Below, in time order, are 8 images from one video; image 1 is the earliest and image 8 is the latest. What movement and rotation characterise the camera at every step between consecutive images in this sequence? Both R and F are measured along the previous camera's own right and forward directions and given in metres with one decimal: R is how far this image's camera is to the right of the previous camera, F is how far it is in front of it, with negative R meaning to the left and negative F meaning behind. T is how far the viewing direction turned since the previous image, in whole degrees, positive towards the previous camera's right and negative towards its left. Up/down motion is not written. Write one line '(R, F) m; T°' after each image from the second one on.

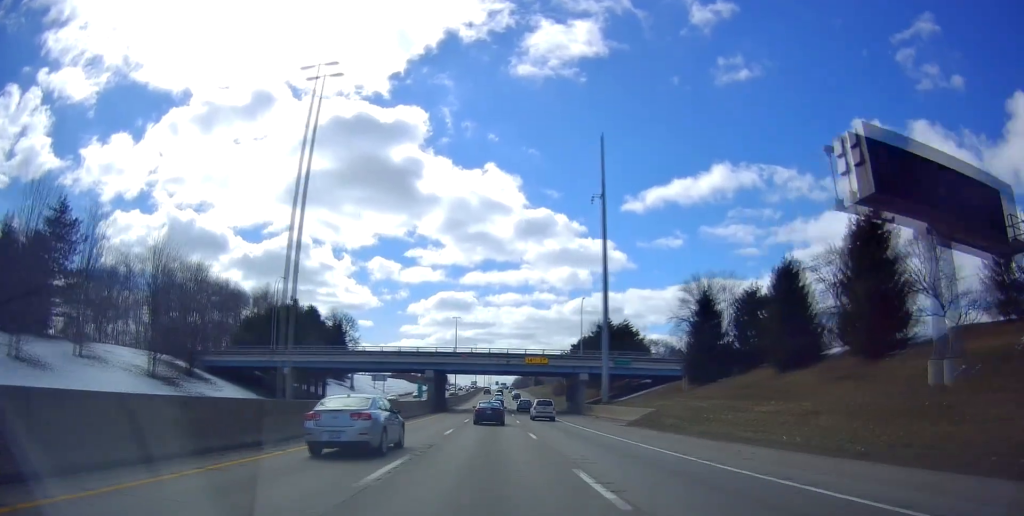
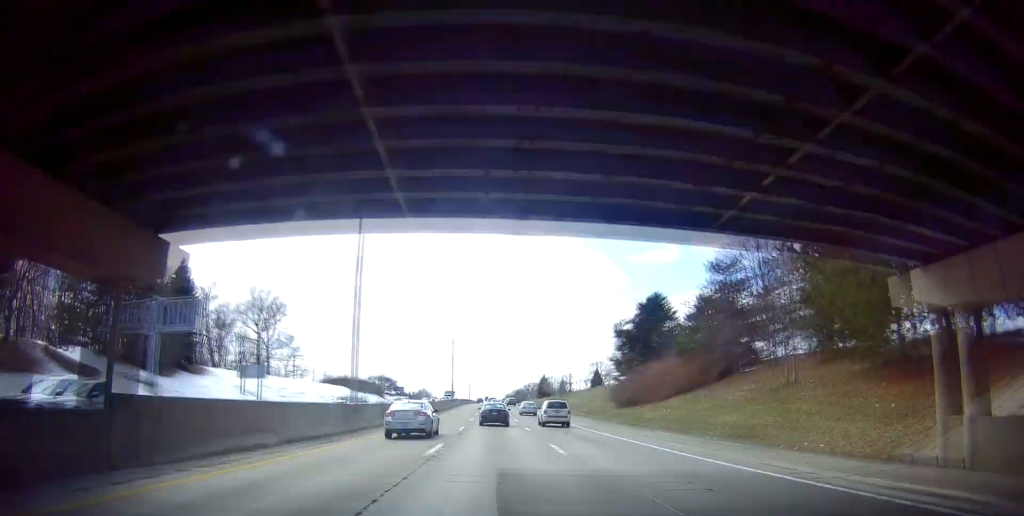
(+1.2, +70.3) m; +2°
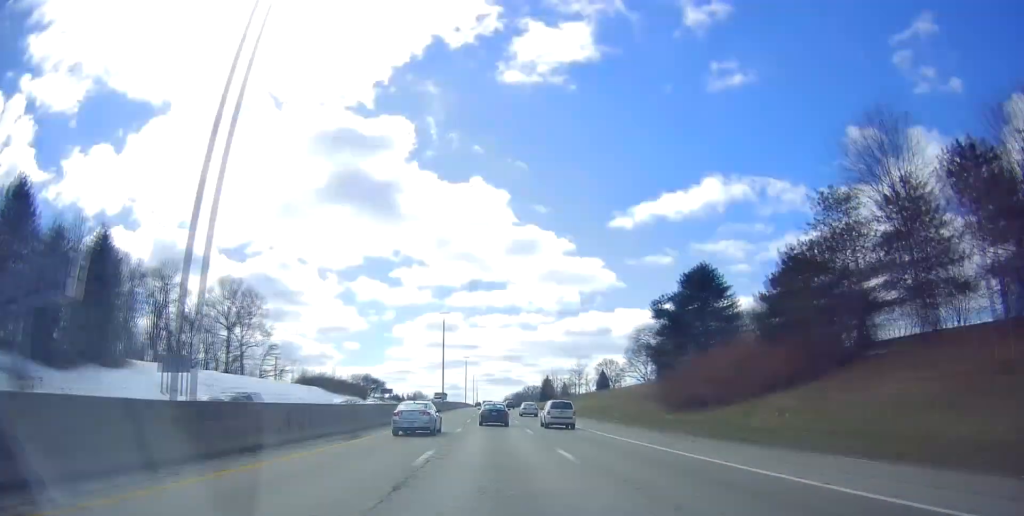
(0.0, +17.3) m; 0°
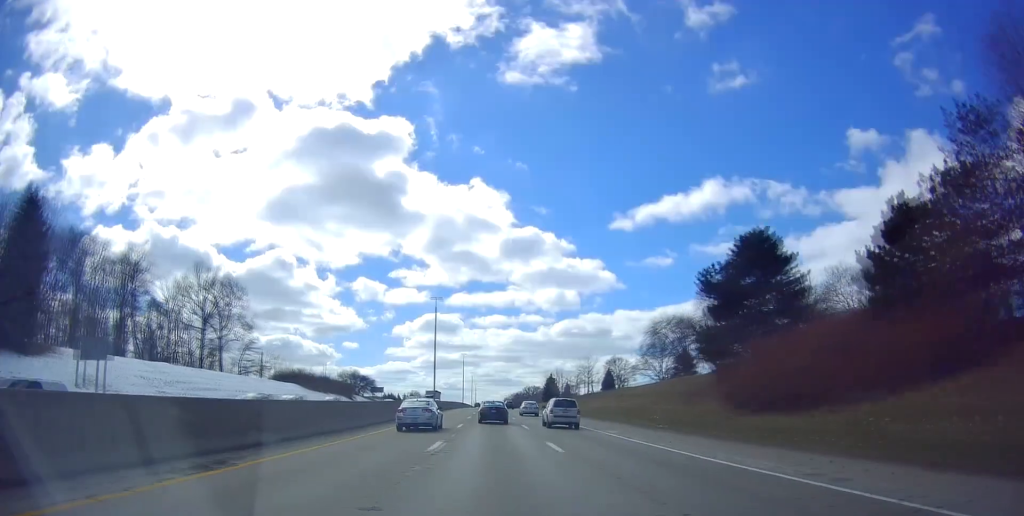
(-0.1, +12.5) m; 0°
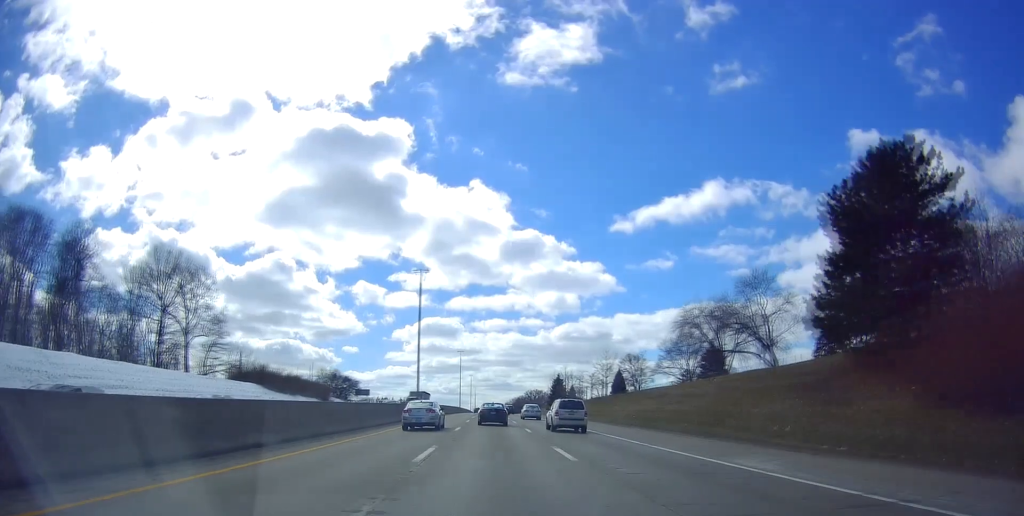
(+0.2, +17.2) m; 0°
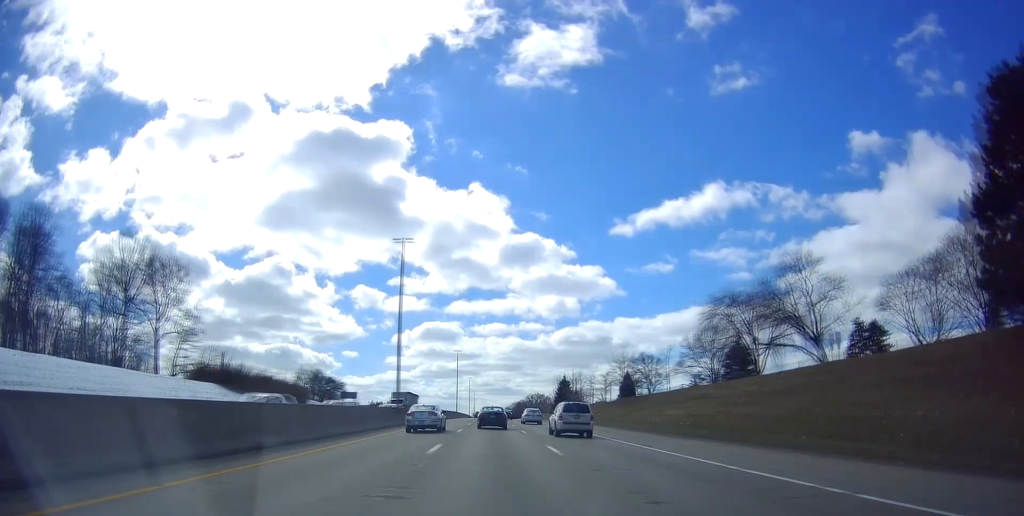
(+0.2, +12.4) m; 0°
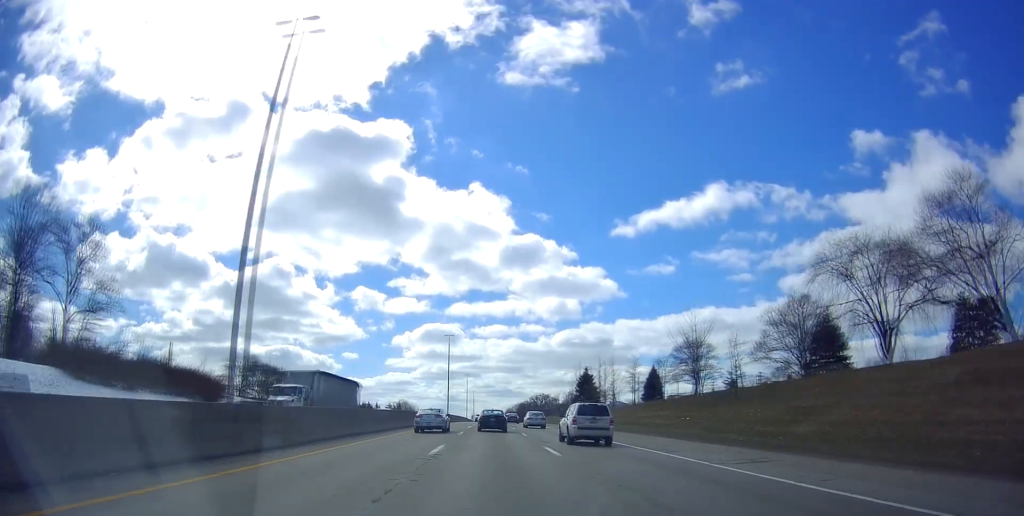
(-0.6, +29.8) m; -1°
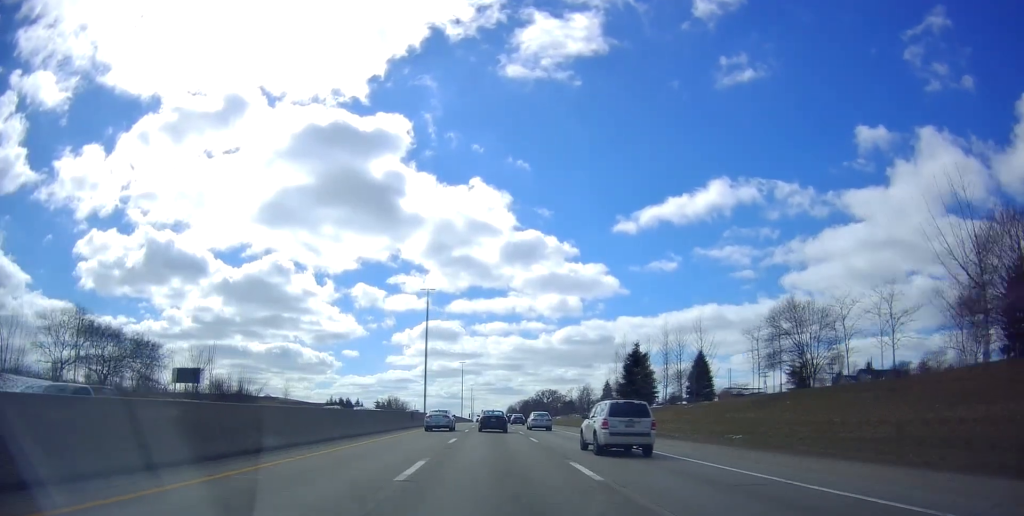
(+0.2, +36.5) m; 0°
